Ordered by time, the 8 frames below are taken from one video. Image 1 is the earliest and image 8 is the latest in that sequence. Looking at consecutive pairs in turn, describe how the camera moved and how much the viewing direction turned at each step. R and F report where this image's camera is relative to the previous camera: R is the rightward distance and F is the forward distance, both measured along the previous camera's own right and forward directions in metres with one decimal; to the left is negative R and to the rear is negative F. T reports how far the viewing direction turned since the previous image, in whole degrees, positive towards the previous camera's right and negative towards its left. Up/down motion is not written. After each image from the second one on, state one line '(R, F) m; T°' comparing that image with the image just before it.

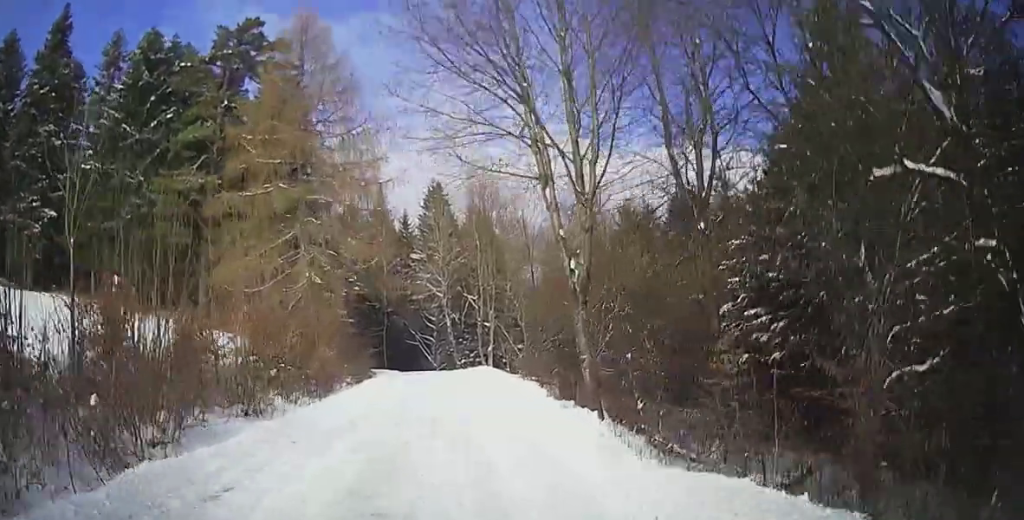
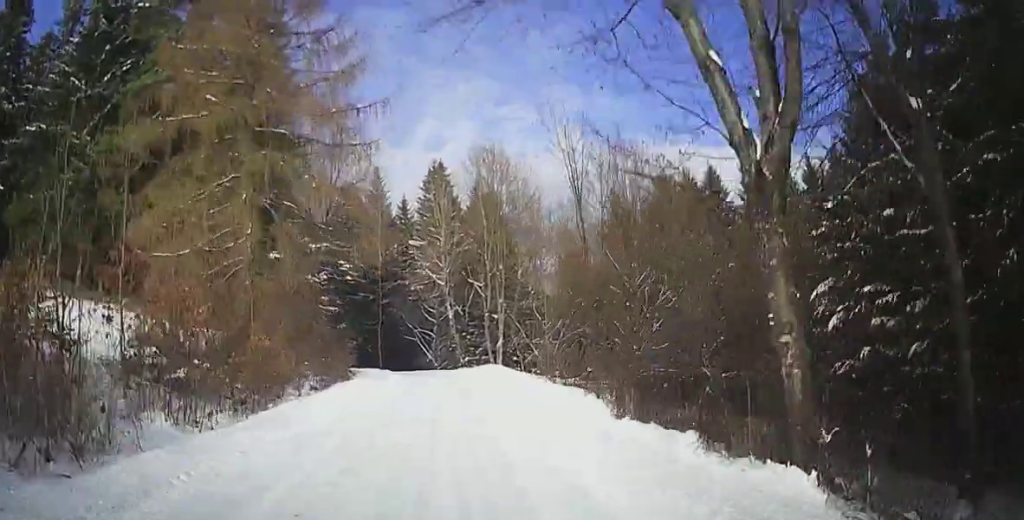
(-1.6, +8.7) m; +4°
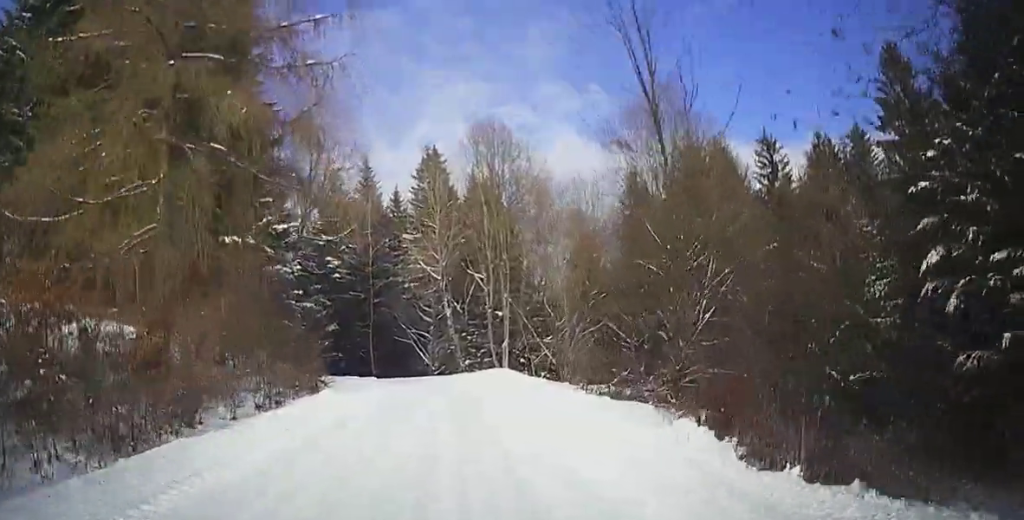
(+2.6, +6.5) m; +5°
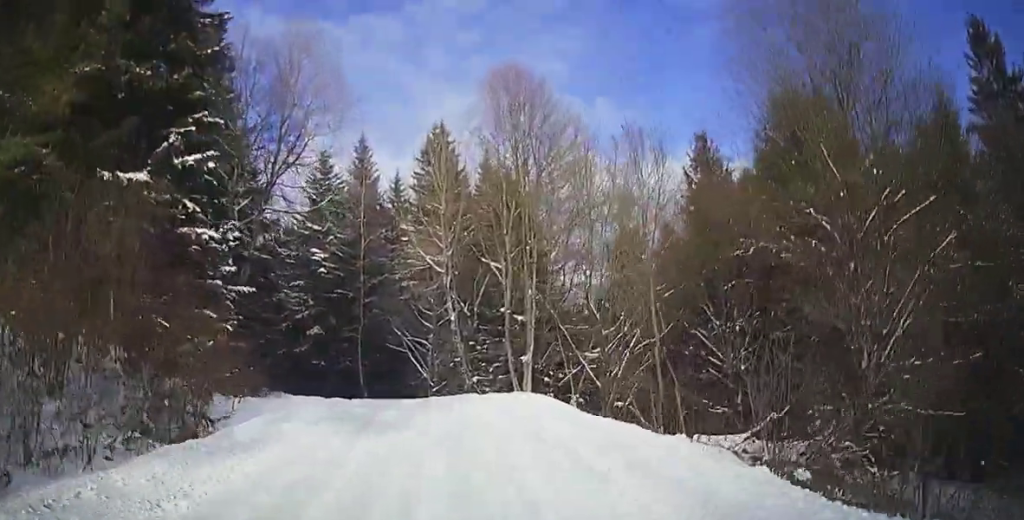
(-1.1, +12.3) m; -9°
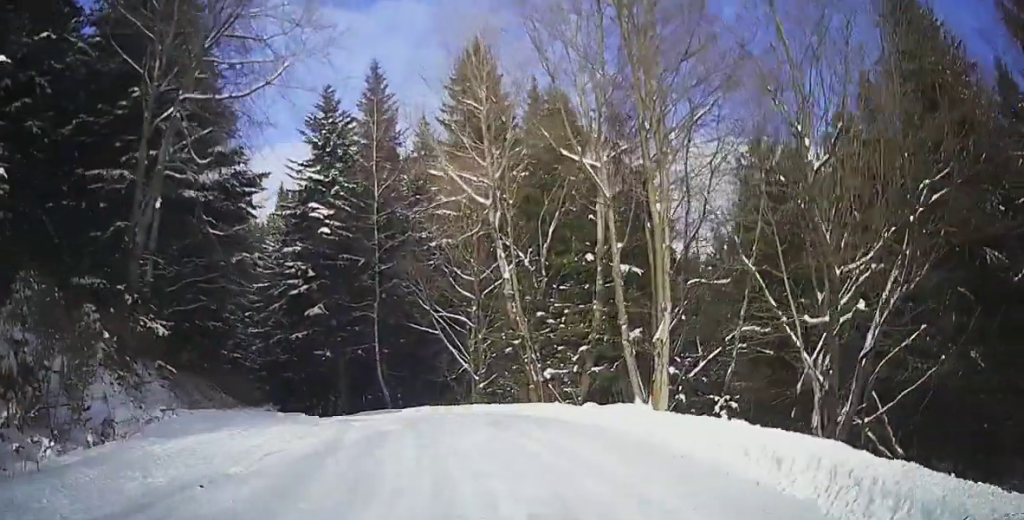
(-1.3, +18.3) m; -5°
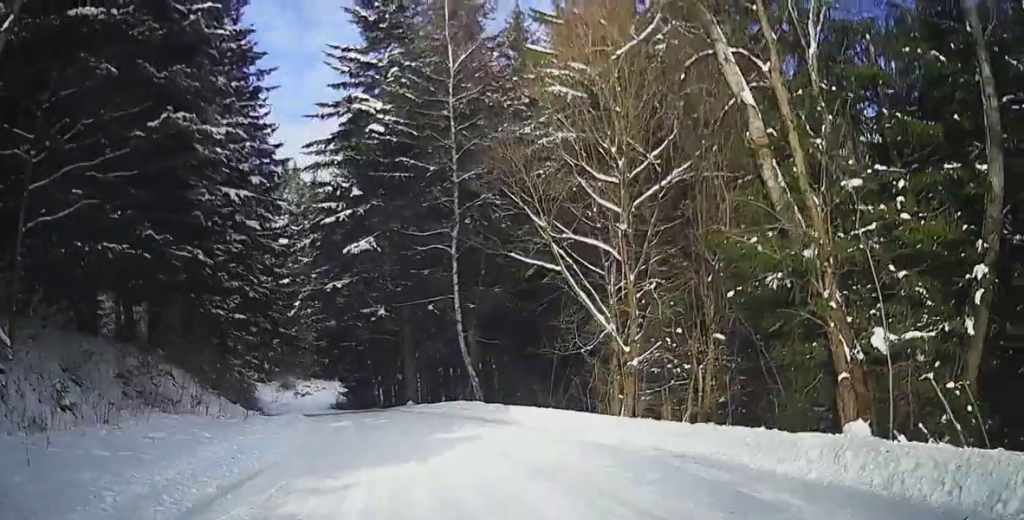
(+0.4, +17.3) m; +4°
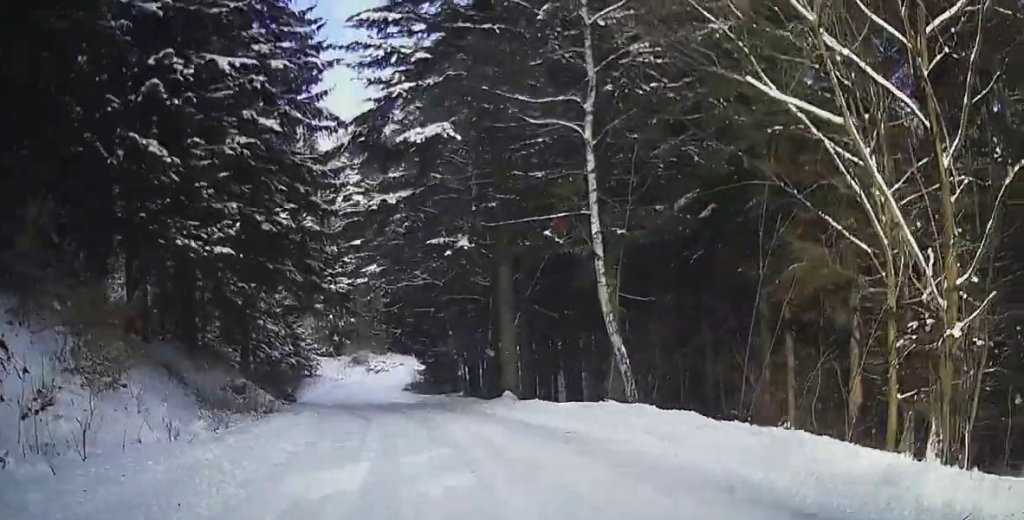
(0.0, +12.4) m; -10°
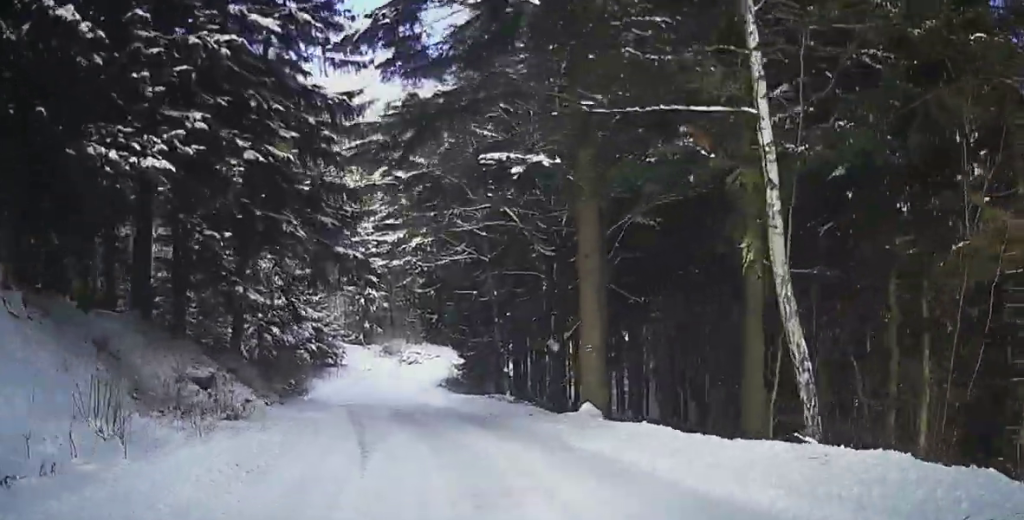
(+0.2, +6.7) m; -17°
